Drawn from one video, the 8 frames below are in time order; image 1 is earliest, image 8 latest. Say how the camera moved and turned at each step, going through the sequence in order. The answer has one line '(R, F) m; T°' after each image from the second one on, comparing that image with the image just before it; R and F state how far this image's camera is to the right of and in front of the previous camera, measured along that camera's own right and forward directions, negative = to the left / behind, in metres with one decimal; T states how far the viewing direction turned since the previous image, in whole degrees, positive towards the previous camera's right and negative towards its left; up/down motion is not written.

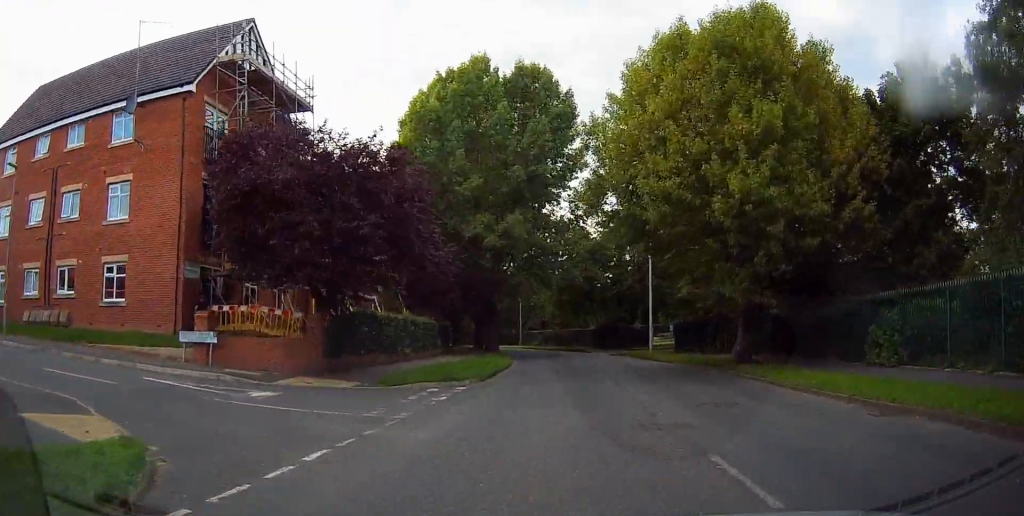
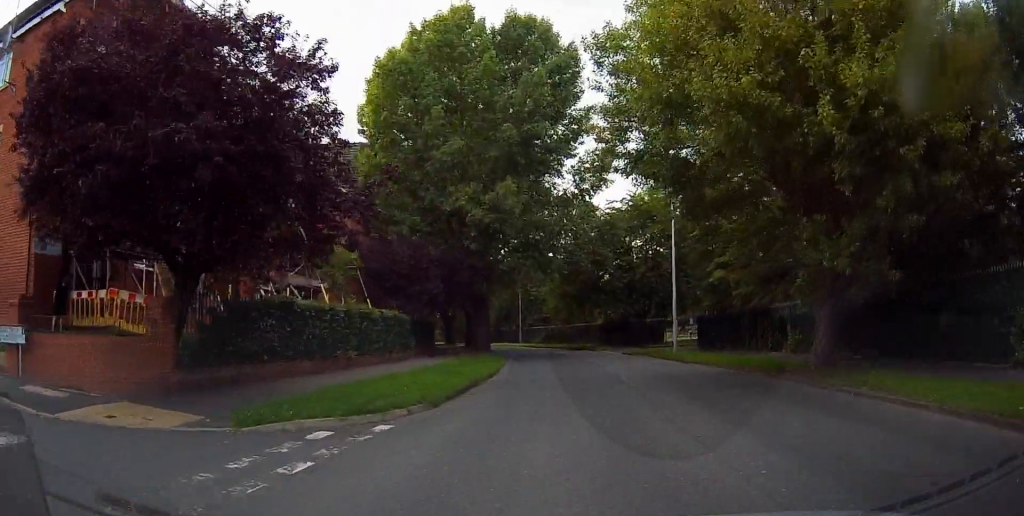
(+0.5, +7.8) m; +6°
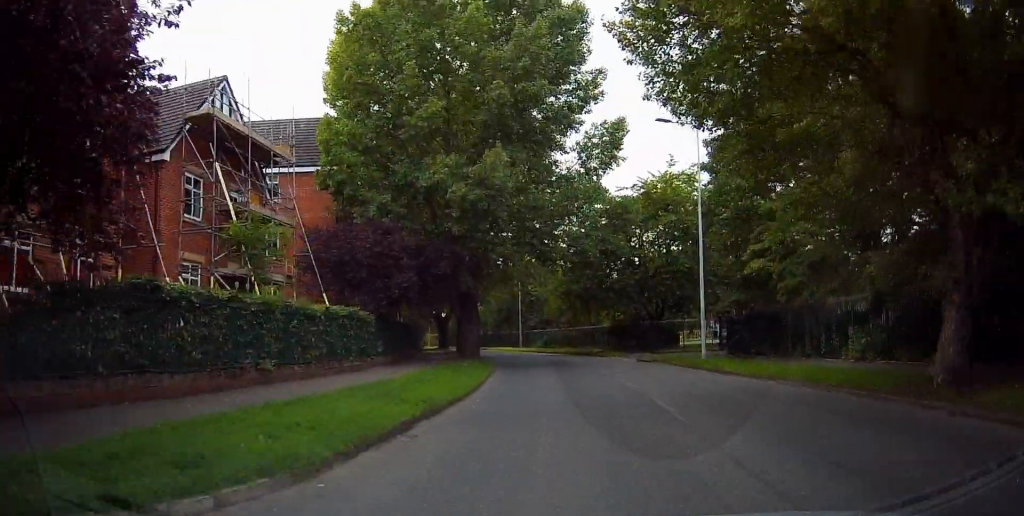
(+0.3, +6.2) m; +1°
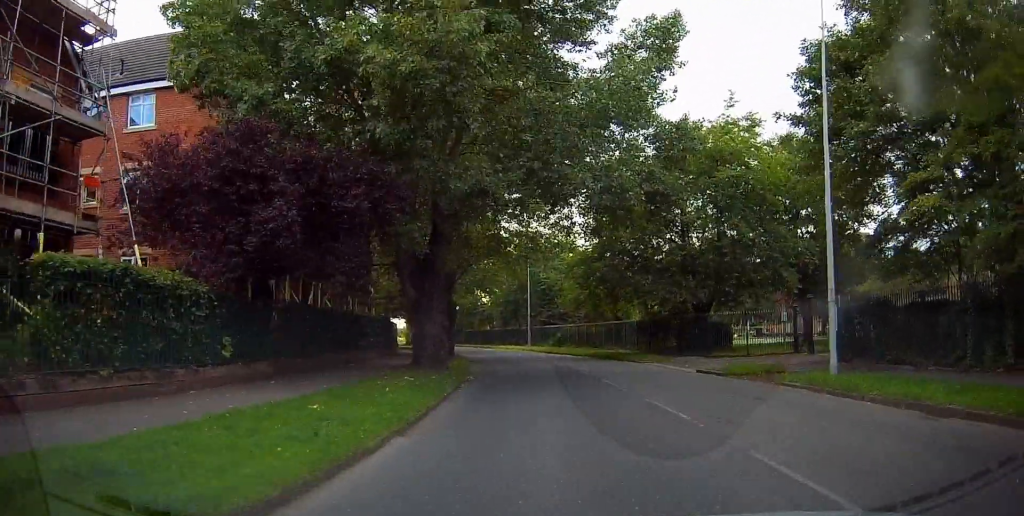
(0.0, +12.4) m; -4°
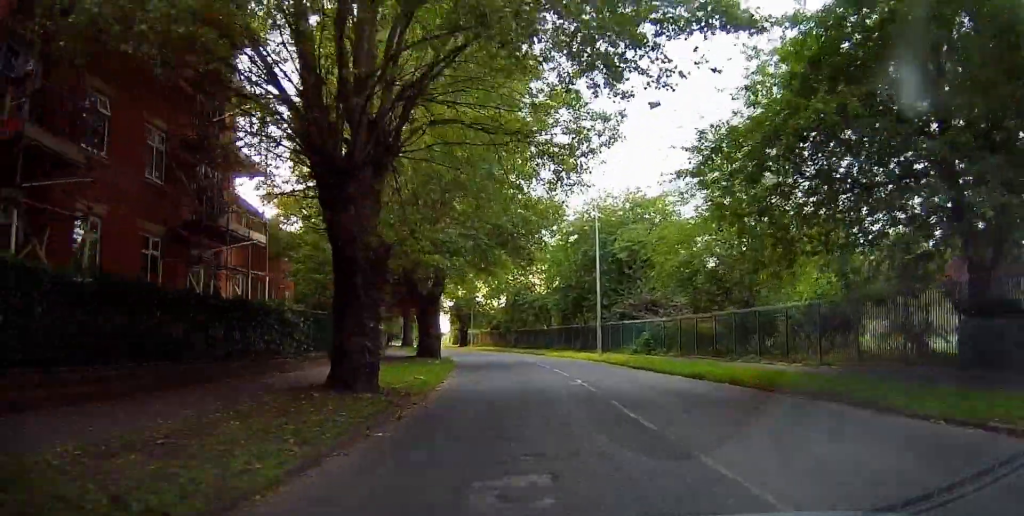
(-2.8, +23.1) m; -10°
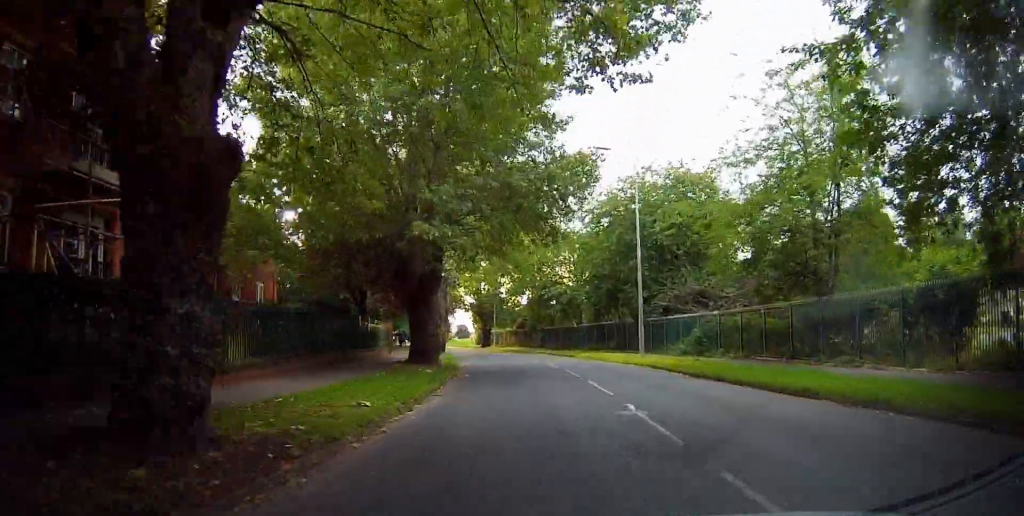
(0.0, +7.1) m; 0°
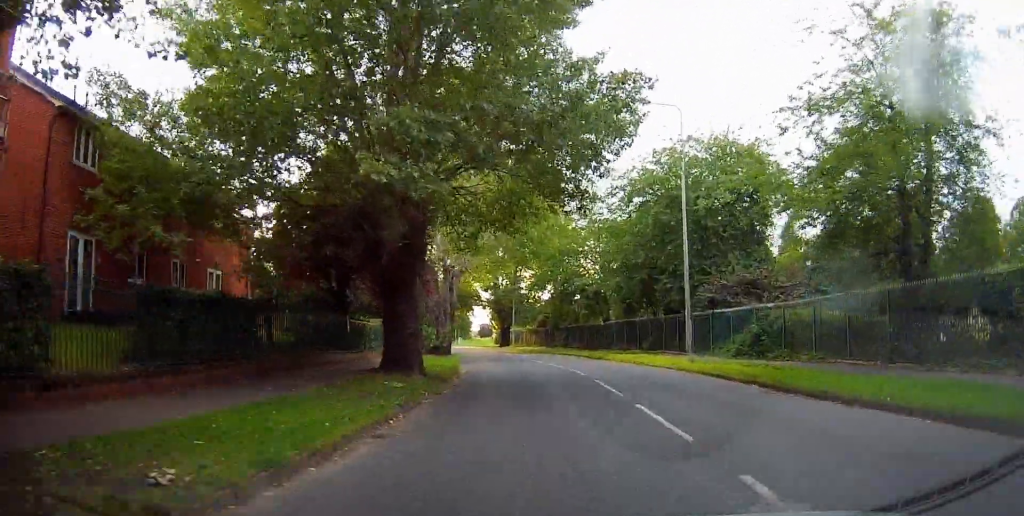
(0.0, +6.2) m; 0°
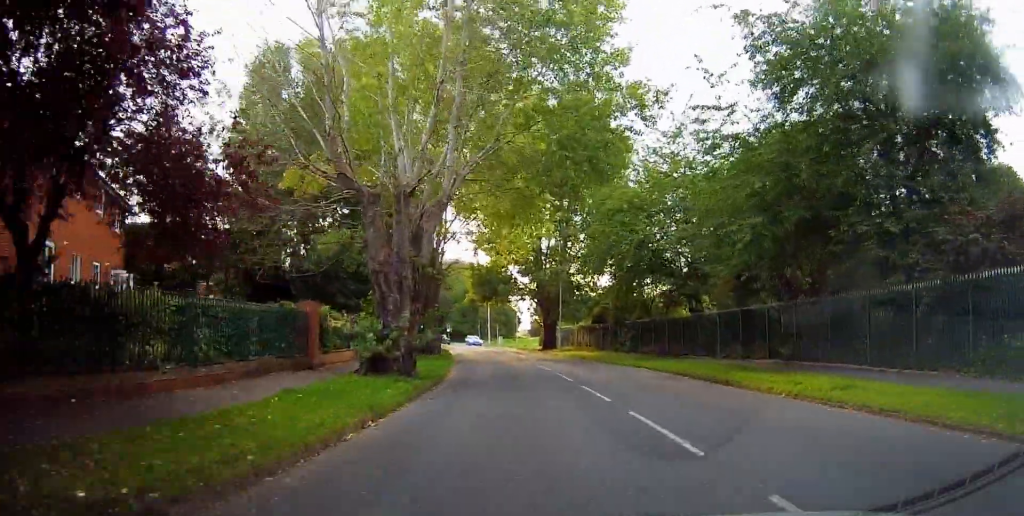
(0.0, +18.0) m; 0°
